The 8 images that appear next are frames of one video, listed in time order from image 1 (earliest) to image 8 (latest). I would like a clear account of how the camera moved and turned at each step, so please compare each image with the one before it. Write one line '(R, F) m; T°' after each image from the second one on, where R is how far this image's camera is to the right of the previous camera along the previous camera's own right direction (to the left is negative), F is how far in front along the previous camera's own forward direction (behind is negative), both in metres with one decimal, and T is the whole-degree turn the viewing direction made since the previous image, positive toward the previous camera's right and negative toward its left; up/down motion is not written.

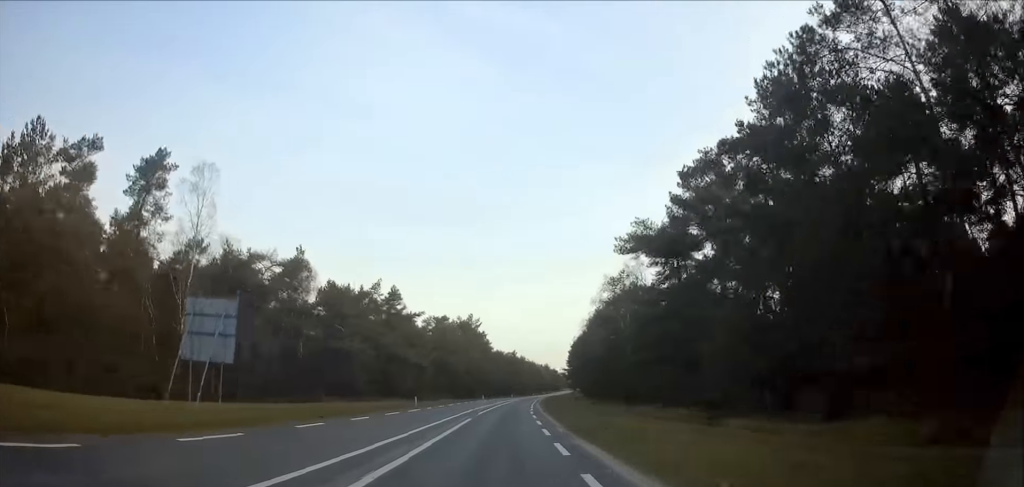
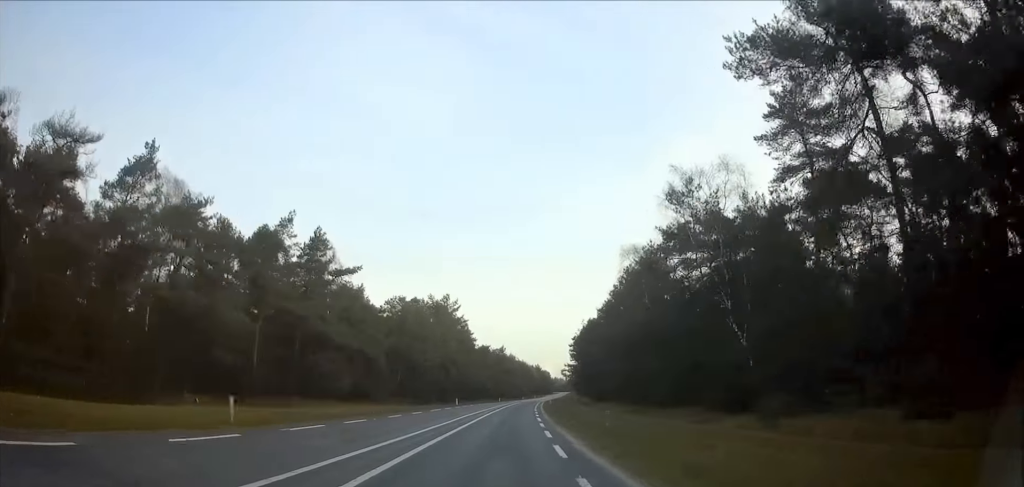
(+0.2, +30.7) m; +1°
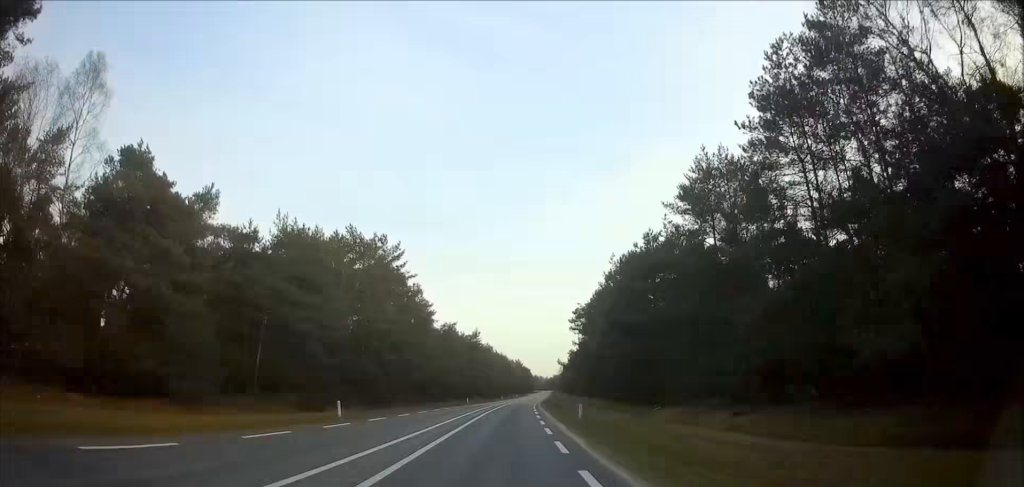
(+0.6, +40.4) m; +2°
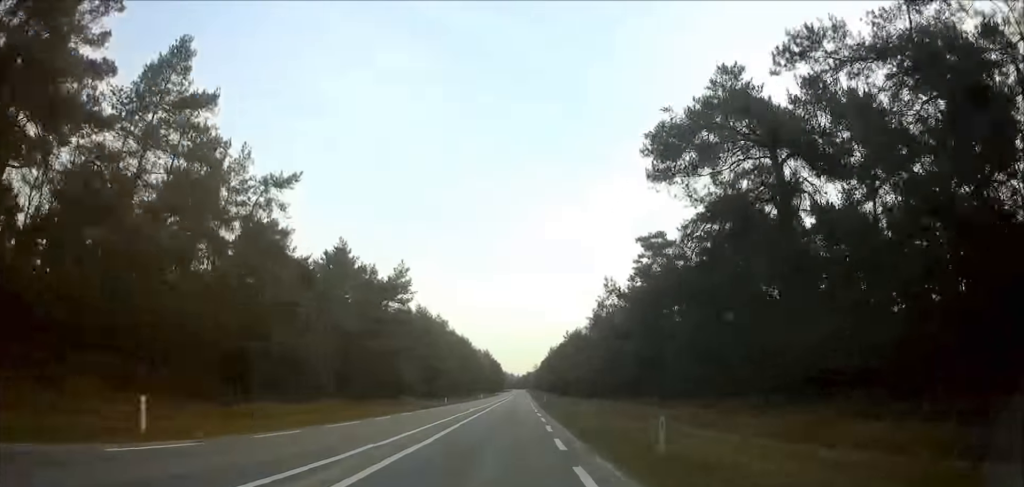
(+1.4, +63.4) m; +3°
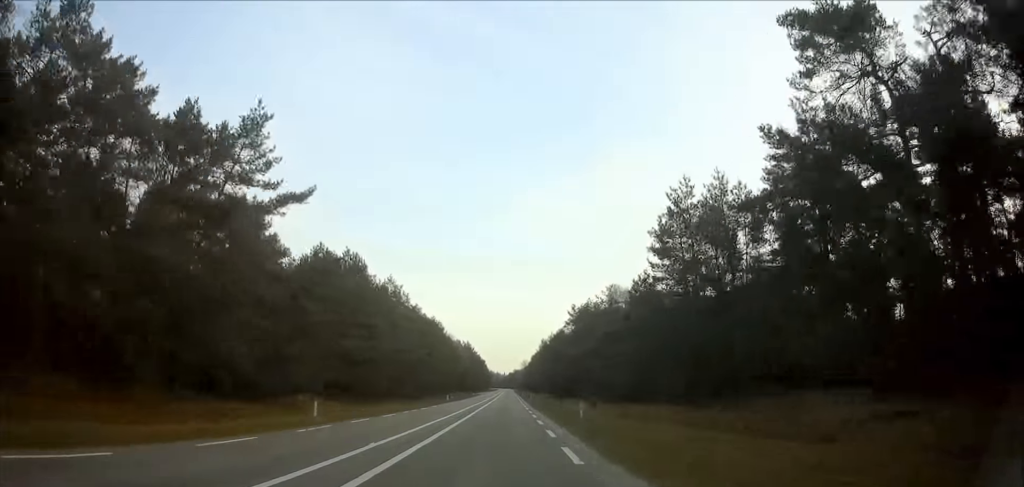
(+0.5, +38.1) m; +1°
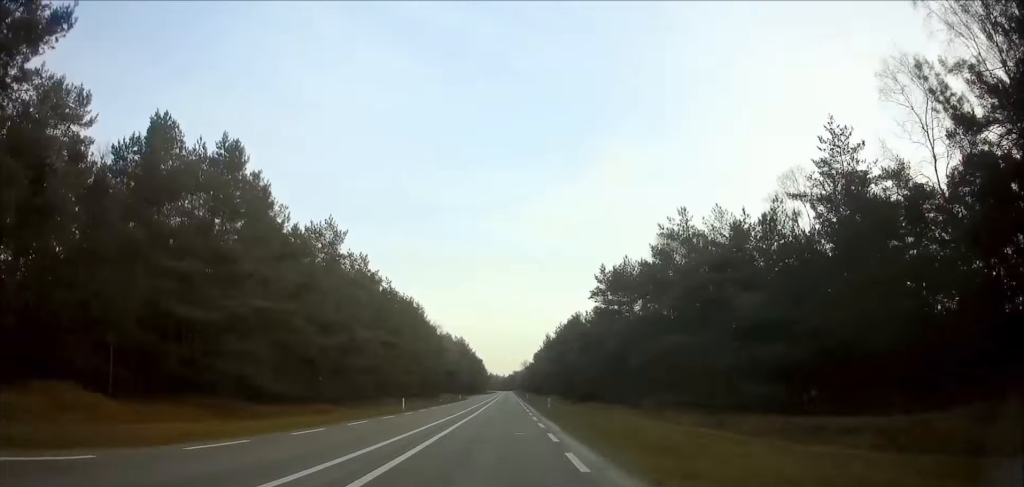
(+0.2, +30.6) m; 0°
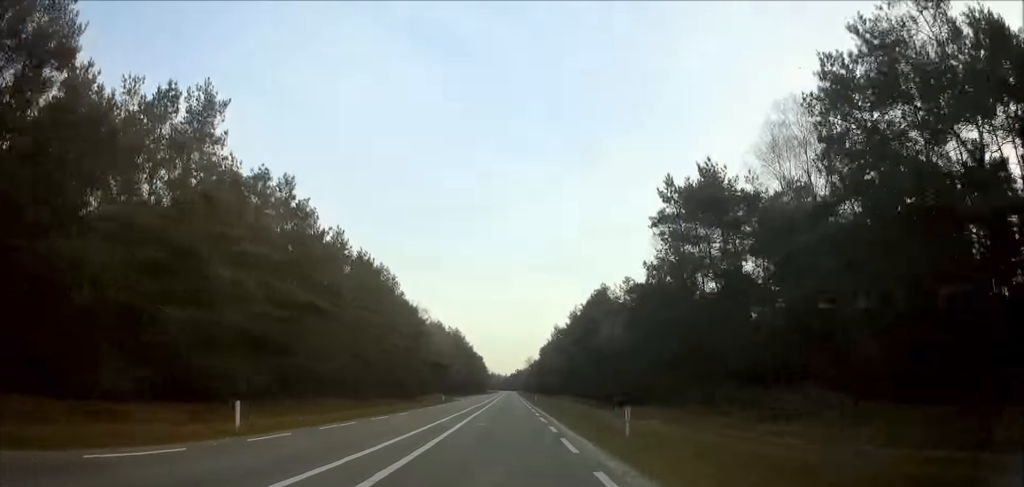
(+0.1, +27.4) m; 0°
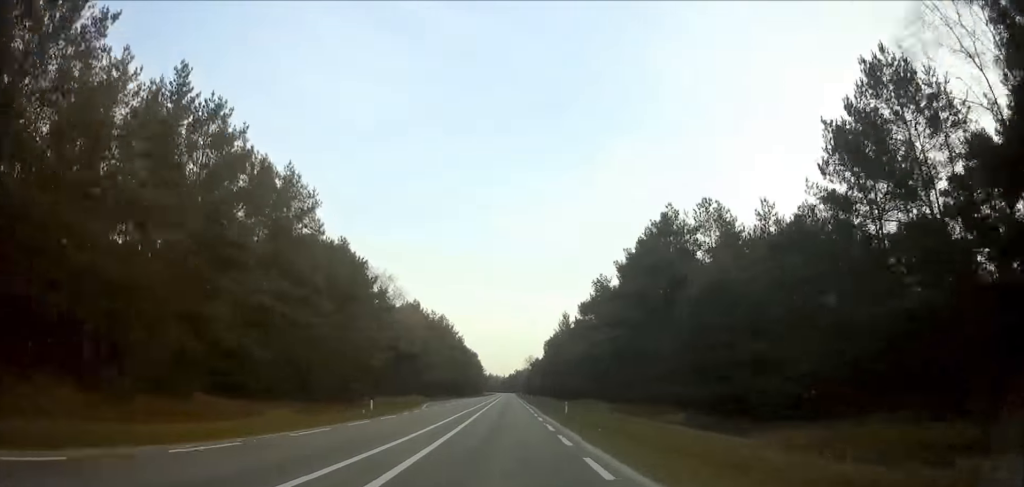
(-0.2, +33.8) m; 0°
